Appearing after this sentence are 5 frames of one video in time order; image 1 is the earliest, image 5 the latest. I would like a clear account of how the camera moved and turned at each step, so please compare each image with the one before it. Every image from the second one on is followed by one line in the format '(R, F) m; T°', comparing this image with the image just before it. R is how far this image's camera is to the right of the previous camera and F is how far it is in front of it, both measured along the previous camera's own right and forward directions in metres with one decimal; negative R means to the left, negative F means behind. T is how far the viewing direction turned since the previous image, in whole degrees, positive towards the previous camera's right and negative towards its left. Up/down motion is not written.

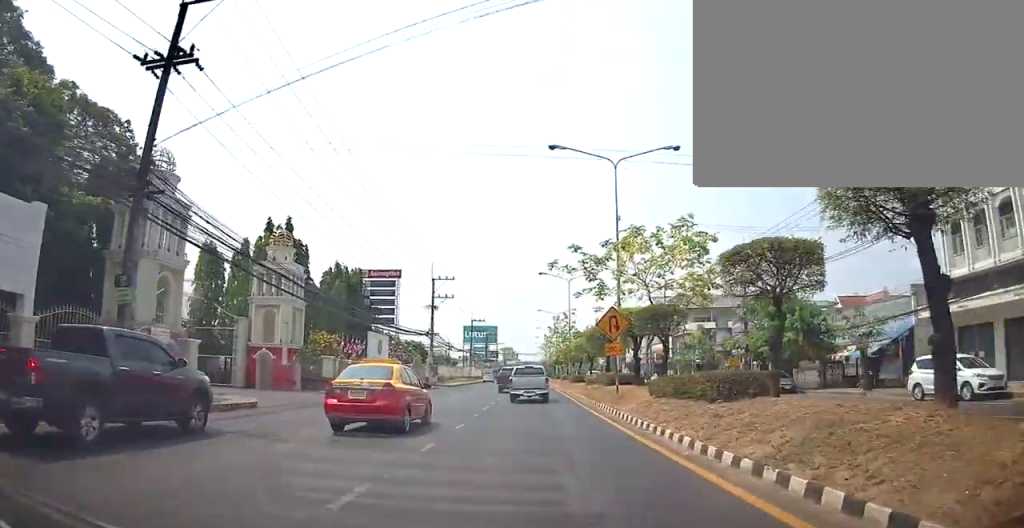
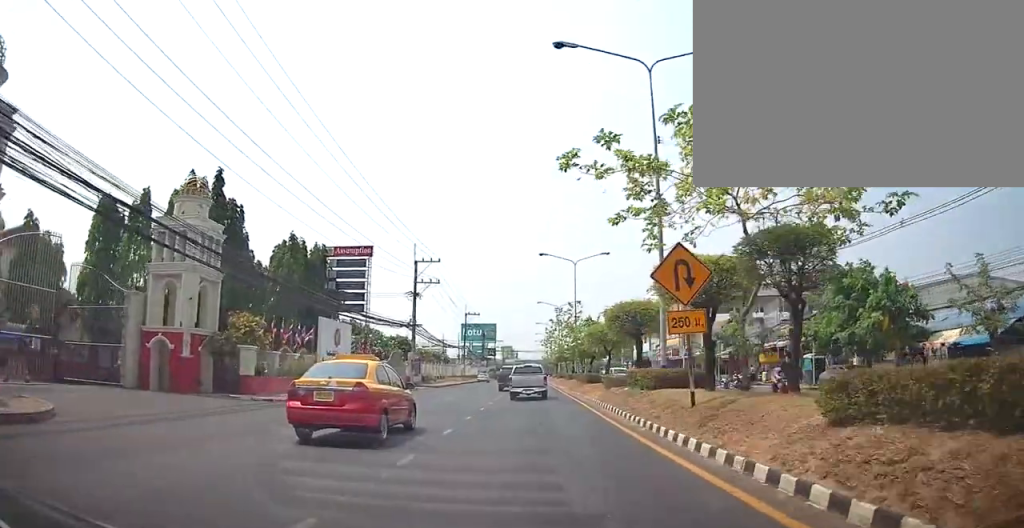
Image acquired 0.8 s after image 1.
(-0.1, +9.7) m; 0°
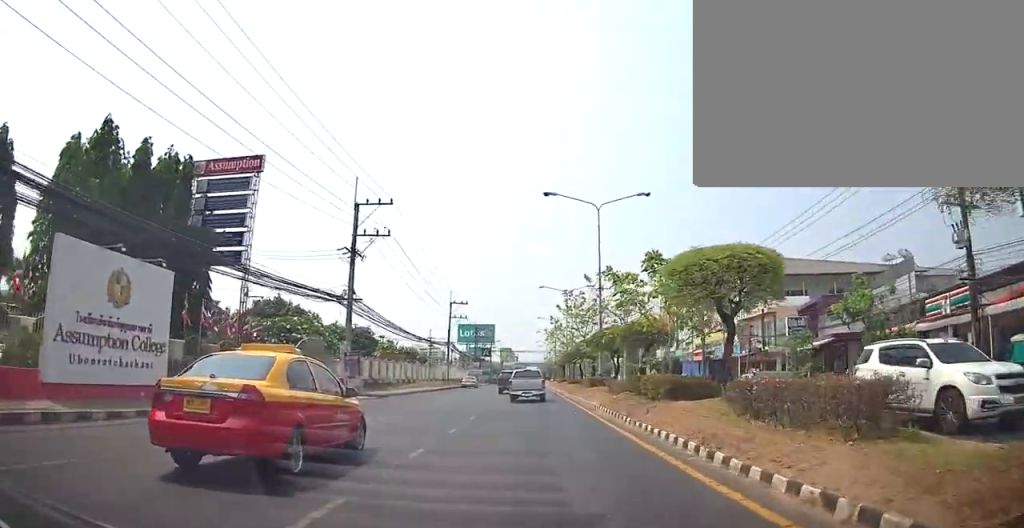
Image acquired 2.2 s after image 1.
(-0.1, +19.7) m; 0°
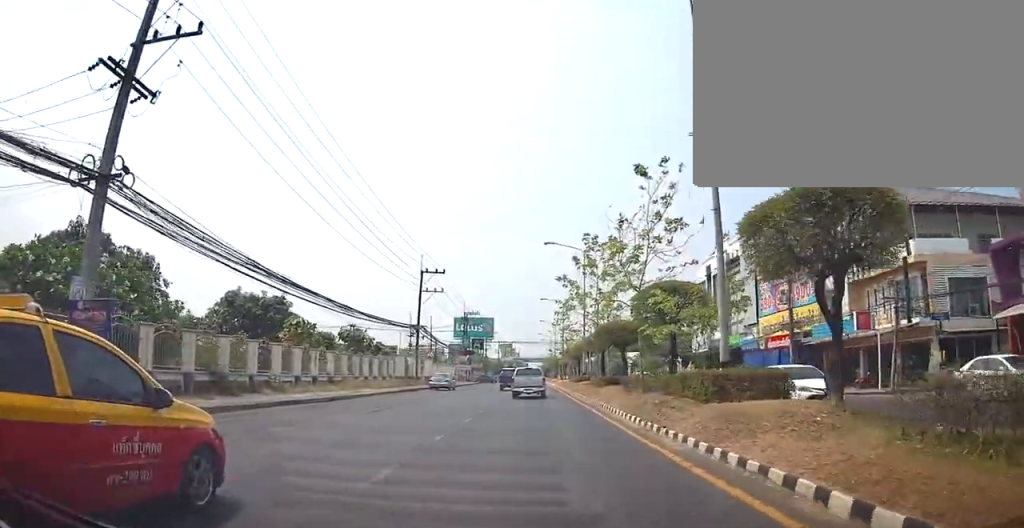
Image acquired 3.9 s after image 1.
(+0.3, +22.3) m; -1°
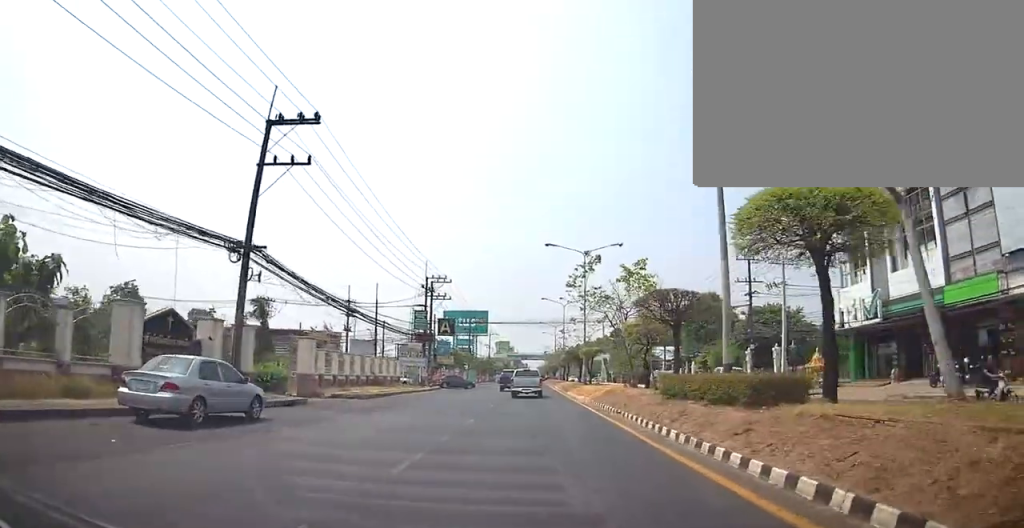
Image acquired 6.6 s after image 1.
(+0.8, +36.1) m; +2°
